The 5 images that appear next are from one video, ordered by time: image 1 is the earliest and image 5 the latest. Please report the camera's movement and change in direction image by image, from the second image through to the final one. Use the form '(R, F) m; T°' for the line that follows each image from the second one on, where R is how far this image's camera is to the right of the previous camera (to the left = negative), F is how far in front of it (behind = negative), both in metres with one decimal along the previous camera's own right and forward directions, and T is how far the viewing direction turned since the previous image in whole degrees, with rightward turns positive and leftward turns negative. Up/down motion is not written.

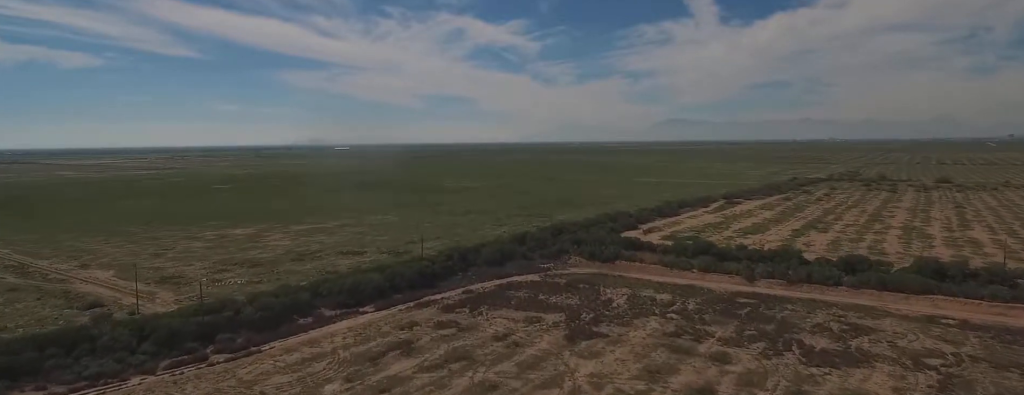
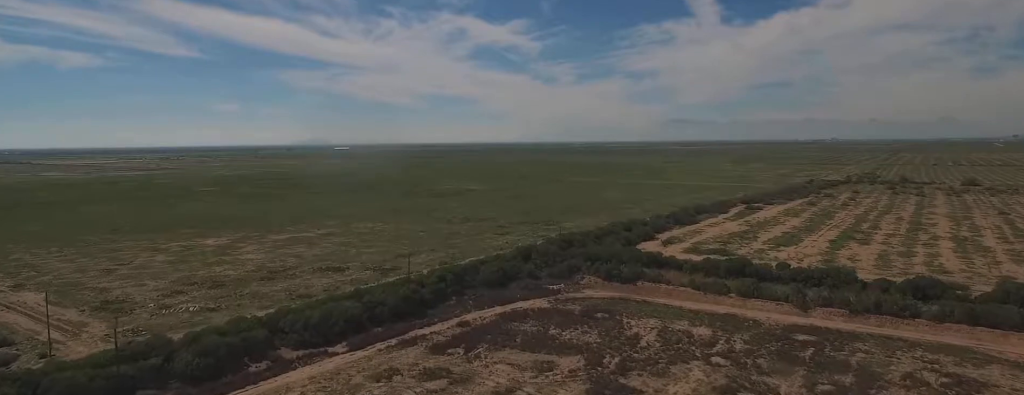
(+0.1, +22.2) m; 0°
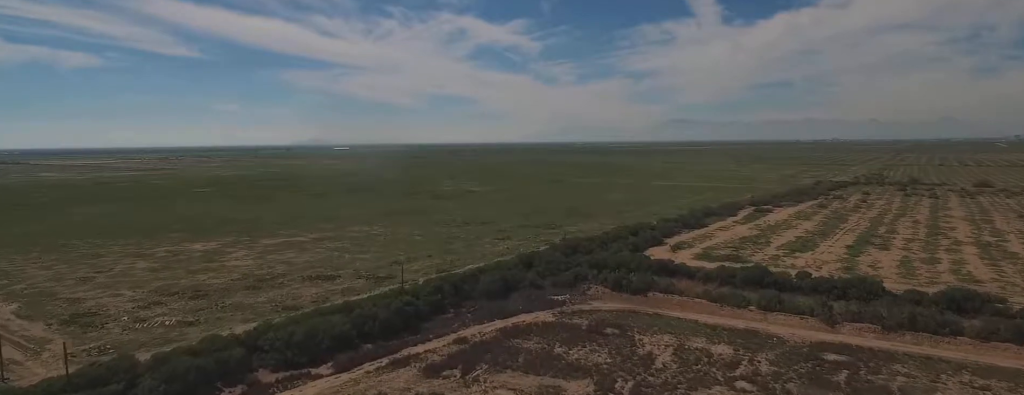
(0.0, +8.9) m; 0°
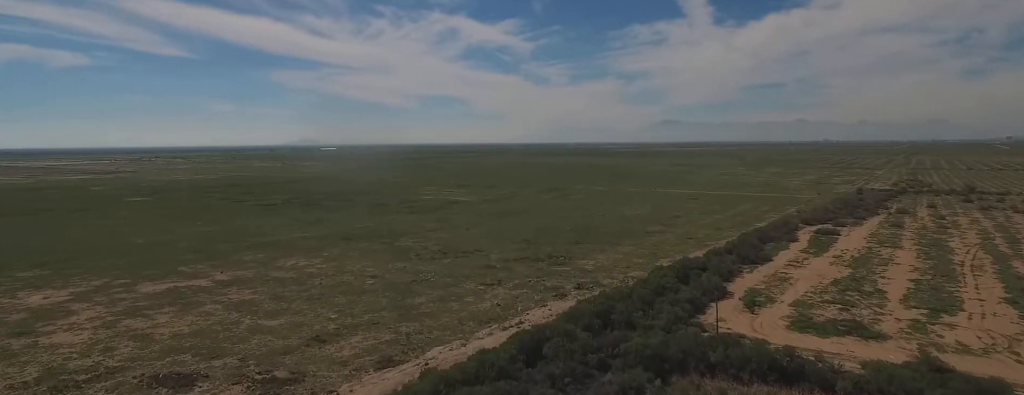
(-0.4, +62.9) m; 0°
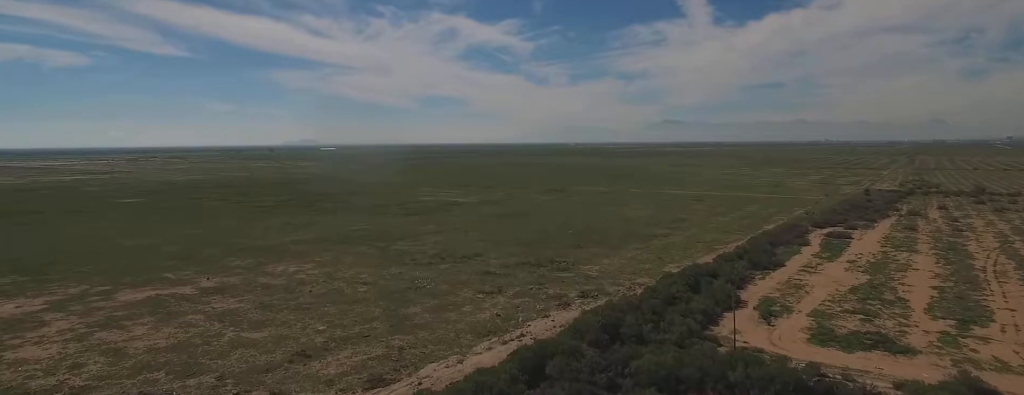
(0.0, +7.6) m; 0°
